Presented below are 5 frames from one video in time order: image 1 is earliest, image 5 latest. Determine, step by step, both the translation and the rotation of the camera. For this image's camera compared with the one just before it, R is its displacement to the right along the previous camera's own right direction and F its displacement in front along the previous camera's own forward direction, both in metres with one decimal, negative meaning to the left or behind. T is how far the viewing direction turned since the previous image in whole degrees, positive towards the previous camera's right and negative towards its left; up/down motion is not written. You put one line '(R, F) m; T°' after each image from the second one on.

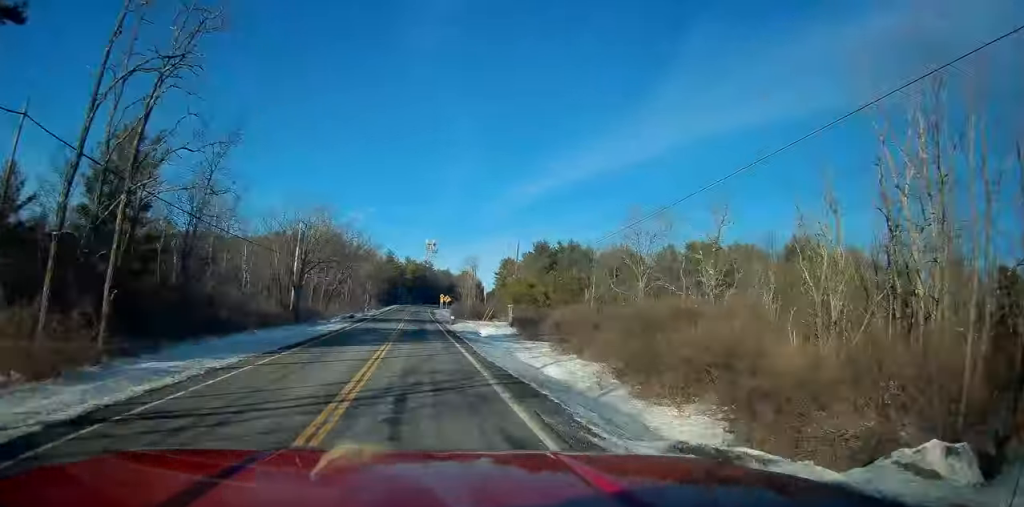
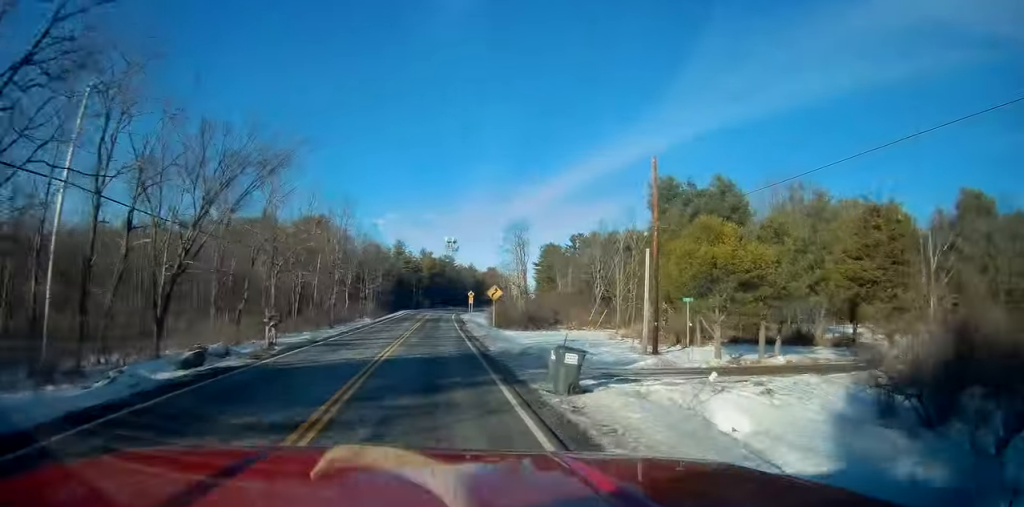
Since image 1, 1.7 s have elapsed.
(-0.8, +44.0) m; -1°
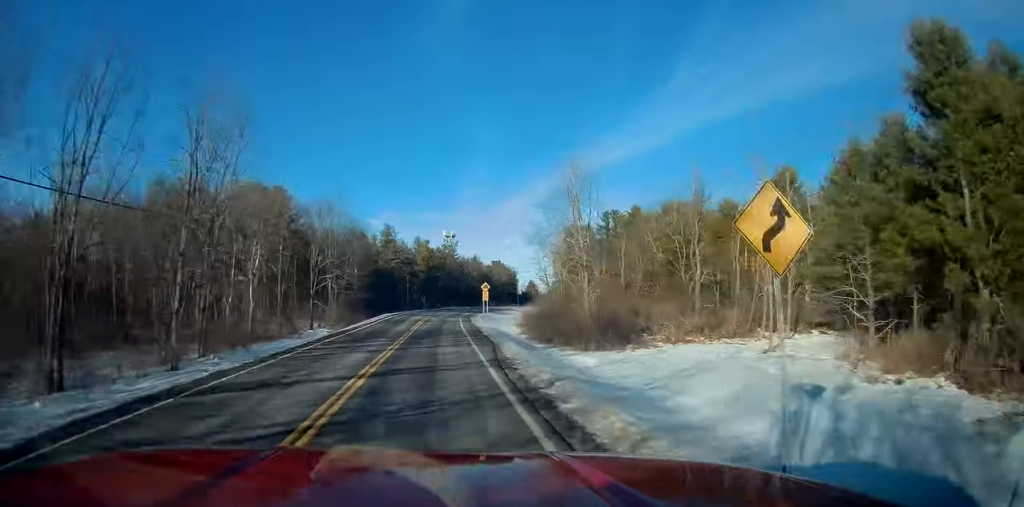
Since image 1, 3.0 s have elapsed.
(0.0, +31.2) m; 0°
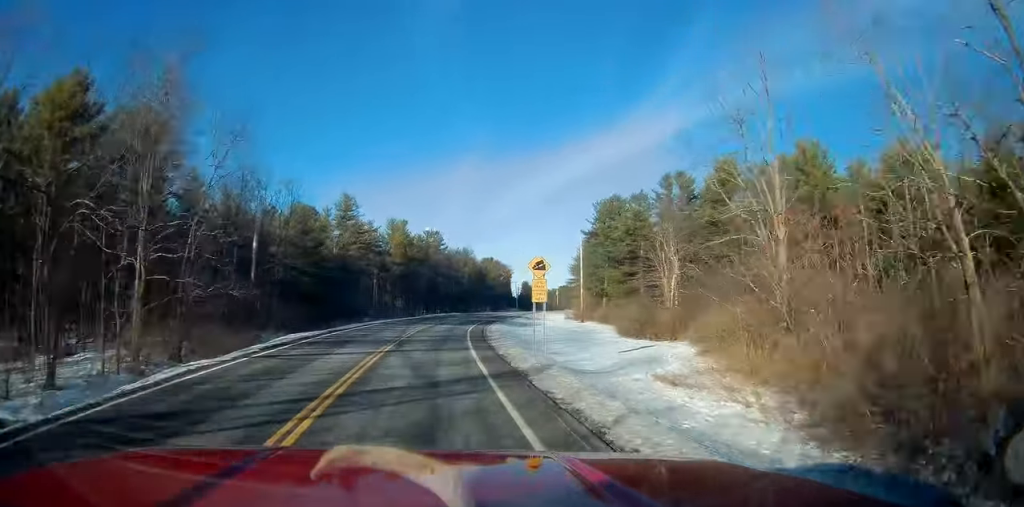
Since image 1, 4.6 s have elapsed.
(0.0, +39.9) m; +2°
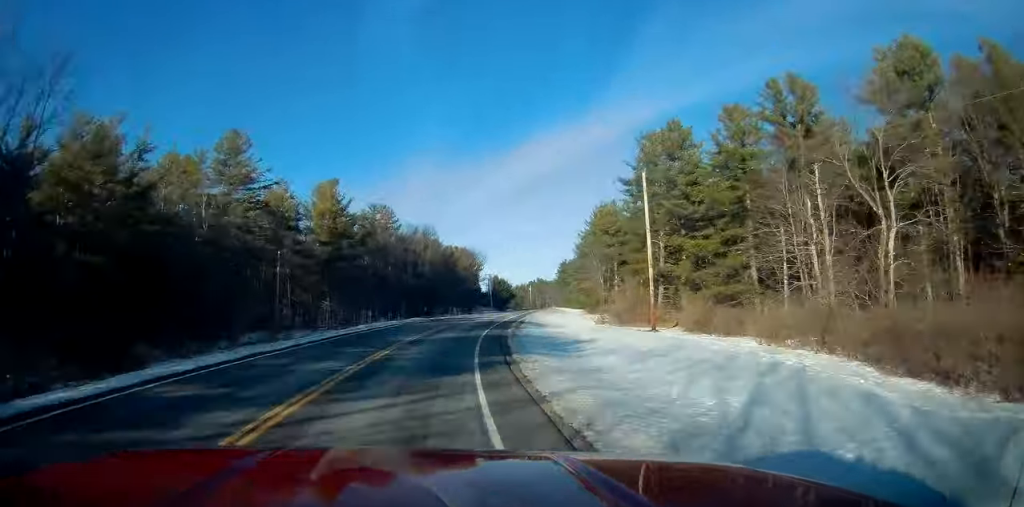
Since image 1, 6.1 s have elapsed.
(+2.0, +37.3) m; +5°
